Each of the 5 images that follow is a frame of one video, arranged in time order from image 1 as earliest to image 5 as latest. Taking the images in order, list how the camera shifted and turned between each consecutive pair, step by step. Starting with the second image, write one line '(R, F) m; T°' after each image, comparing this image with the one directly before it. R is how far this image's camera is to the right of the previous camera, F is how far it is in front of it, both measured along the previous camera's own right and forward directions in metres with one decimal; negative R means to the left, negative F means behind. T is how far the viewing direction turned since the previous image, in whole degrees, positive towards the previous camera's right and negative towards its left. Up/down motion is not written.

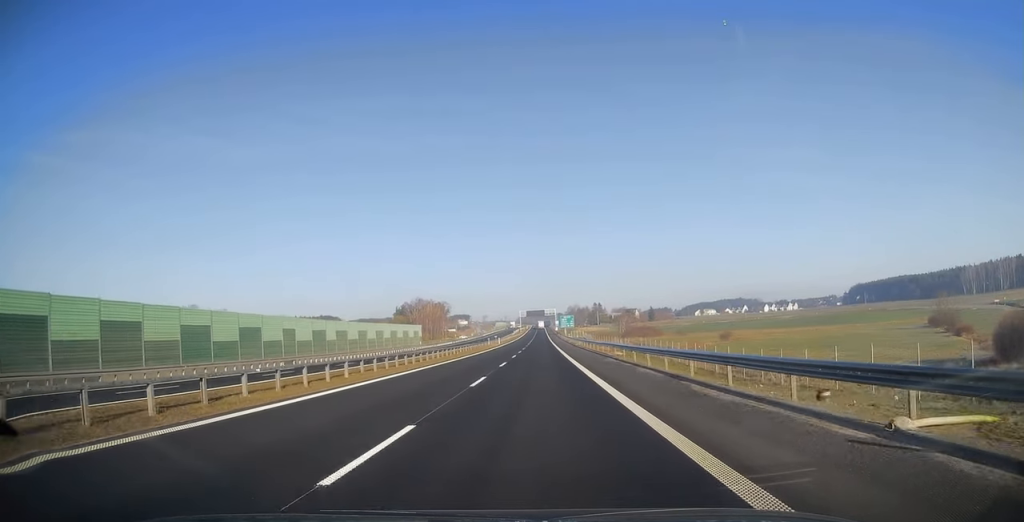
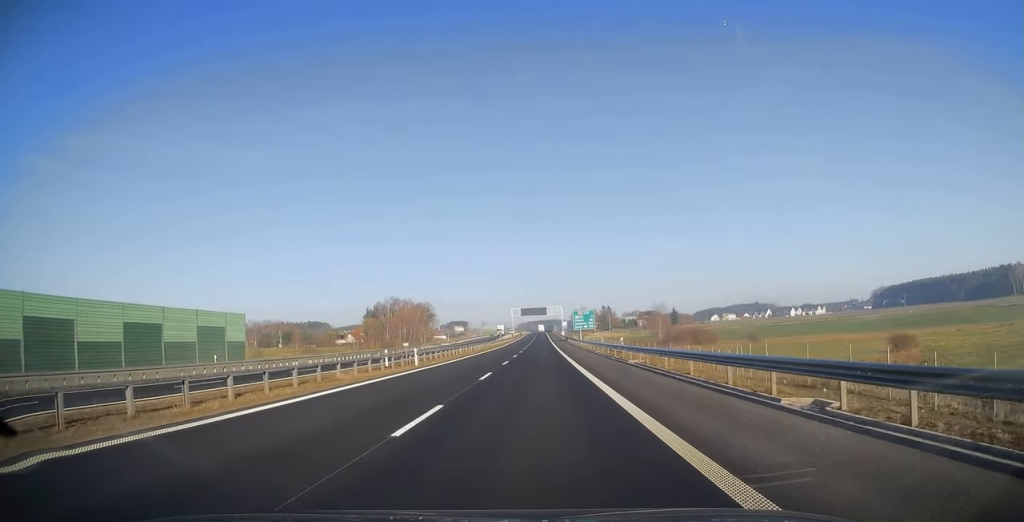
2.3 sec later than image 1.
(-0.5, +67.8) m; 0°
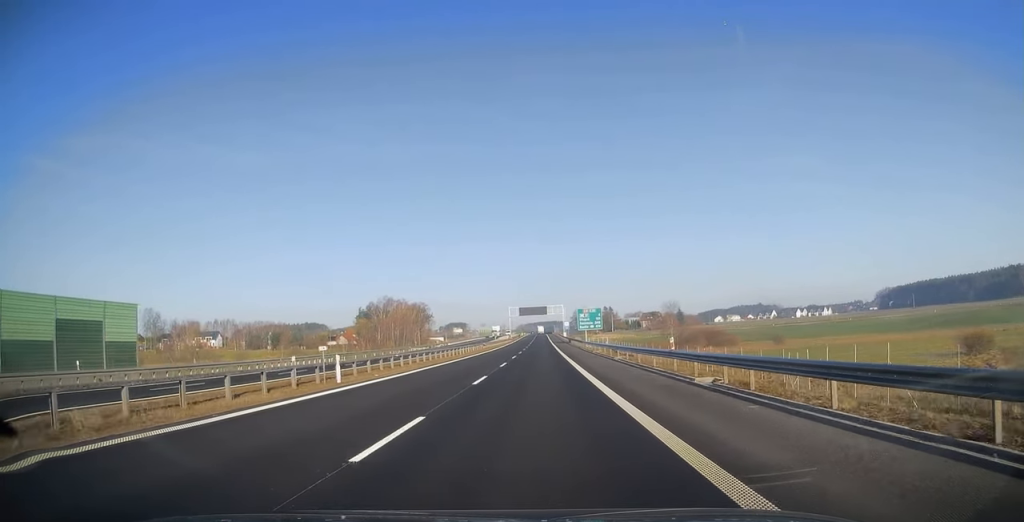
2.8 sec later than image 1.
(+0.2, +13.6) m; 0°
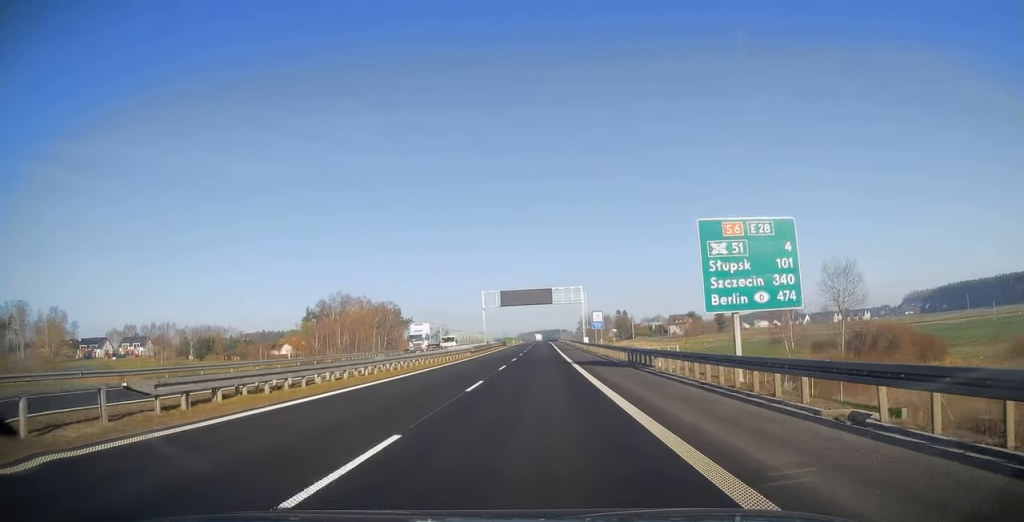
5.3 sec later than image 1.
(-0.5, +72.8) m; 0°
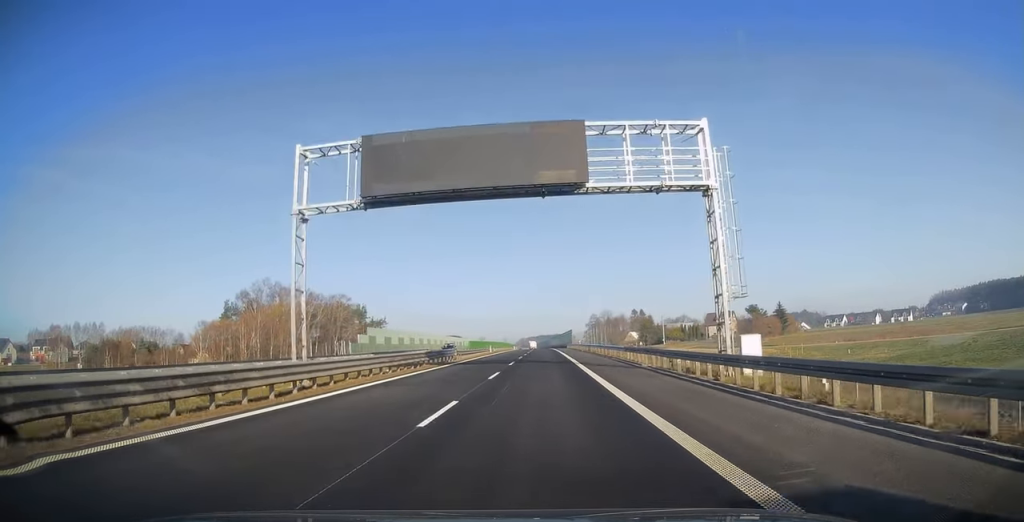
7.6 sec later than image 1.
(-0.1, +66.2) m; -1°
